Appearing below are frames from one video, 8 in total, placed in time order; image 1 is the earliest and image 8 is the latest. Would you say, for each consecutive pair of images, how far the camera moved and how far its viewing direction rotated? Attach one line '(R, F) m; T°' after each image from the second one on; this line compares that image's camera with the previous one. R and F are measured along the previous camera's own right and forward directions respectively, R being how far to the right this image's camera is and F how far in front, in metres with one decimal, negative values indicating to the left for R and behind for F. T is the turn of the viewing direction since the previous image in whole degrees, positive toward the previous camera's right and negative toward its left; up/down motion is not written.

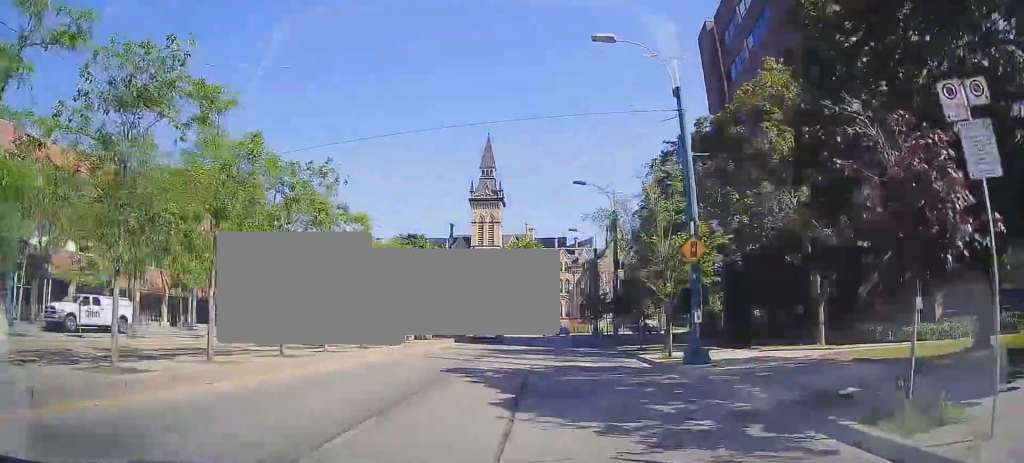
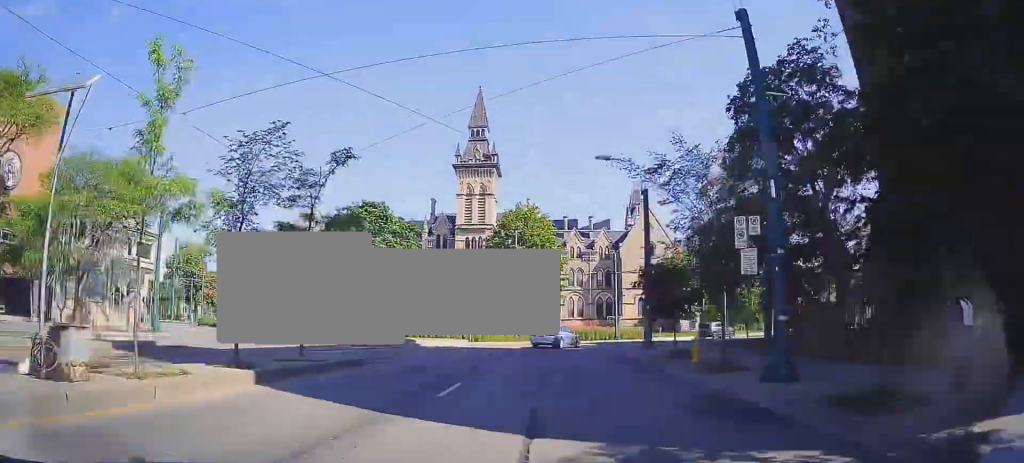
(+0.1, +24.1) m; 0°
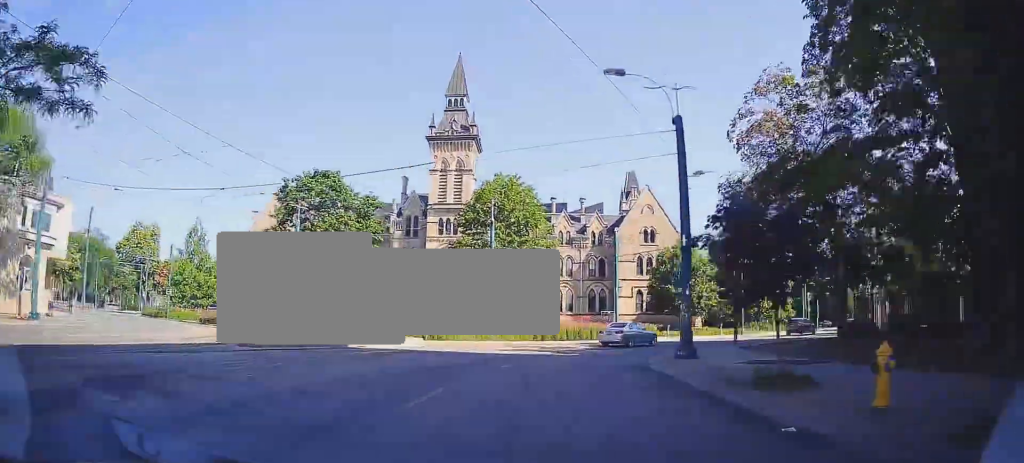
(-0.1, +10.2) m; +1°
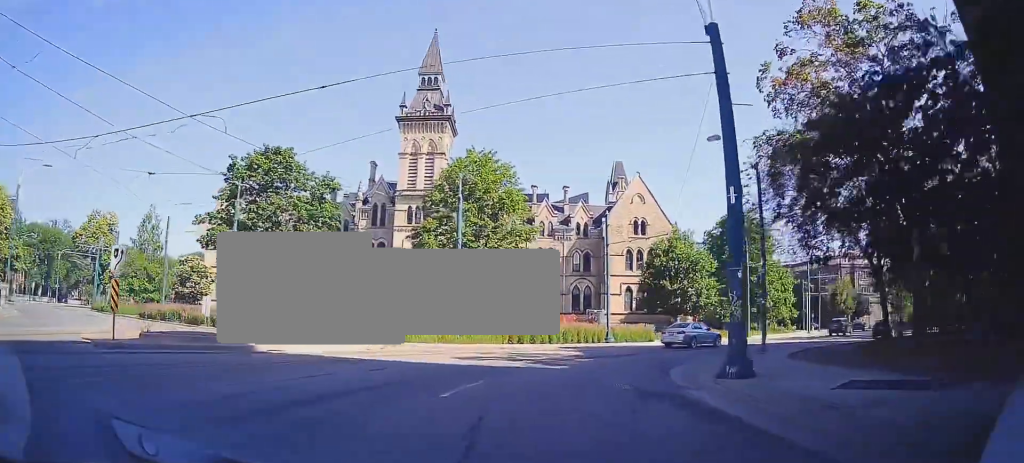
(+0.1, +6.8) m; +2°
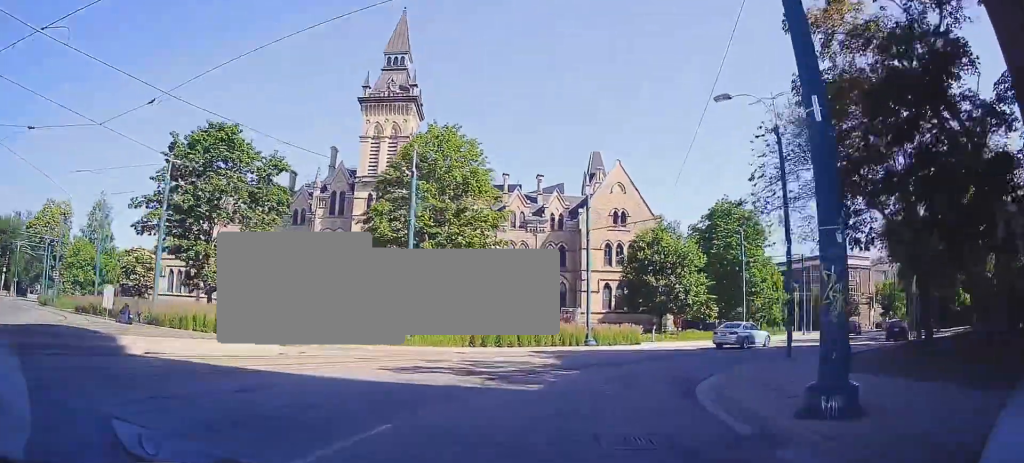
(+0.1, +5.4) m; +2°
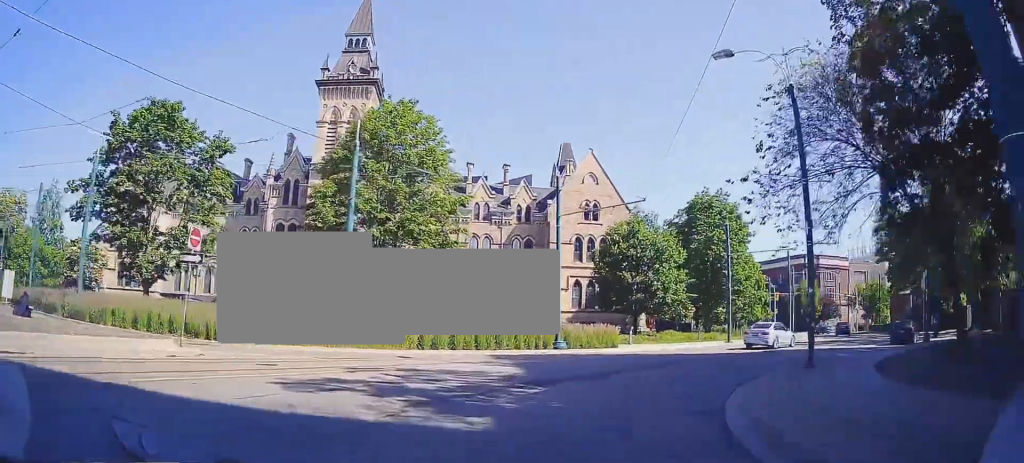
(+0.1, +4.0) m; +3°
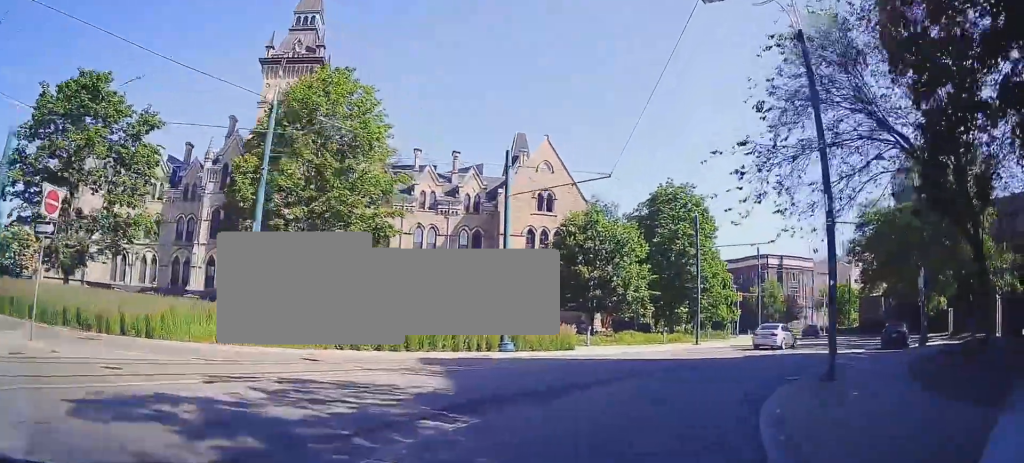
(-0.1, +4.1) m; +4°
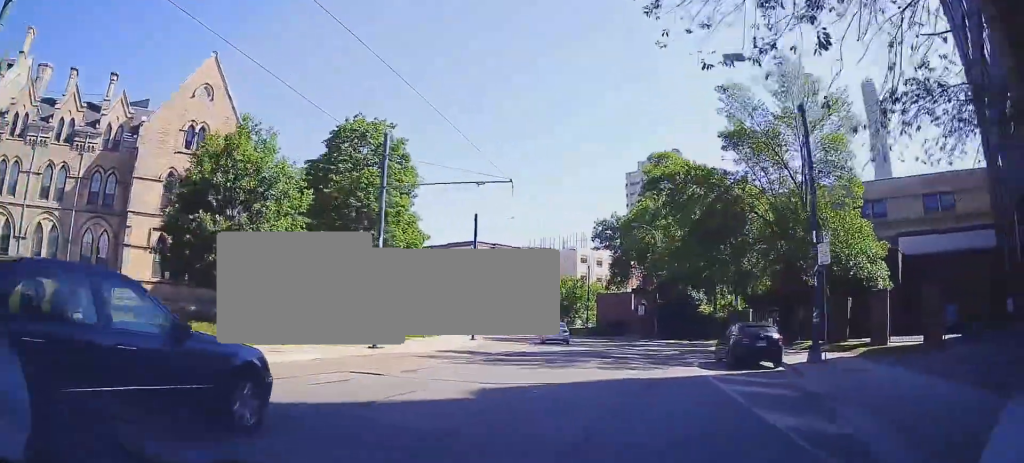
(+3.4, +13.9) m; +29°
